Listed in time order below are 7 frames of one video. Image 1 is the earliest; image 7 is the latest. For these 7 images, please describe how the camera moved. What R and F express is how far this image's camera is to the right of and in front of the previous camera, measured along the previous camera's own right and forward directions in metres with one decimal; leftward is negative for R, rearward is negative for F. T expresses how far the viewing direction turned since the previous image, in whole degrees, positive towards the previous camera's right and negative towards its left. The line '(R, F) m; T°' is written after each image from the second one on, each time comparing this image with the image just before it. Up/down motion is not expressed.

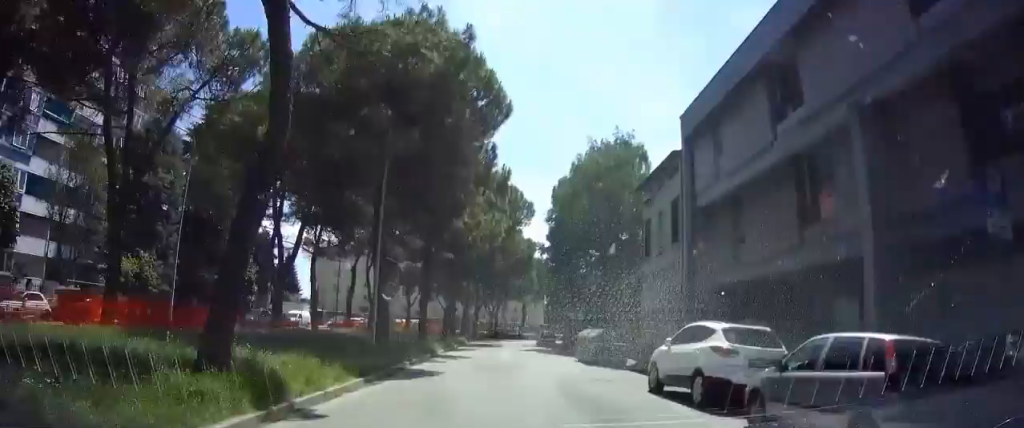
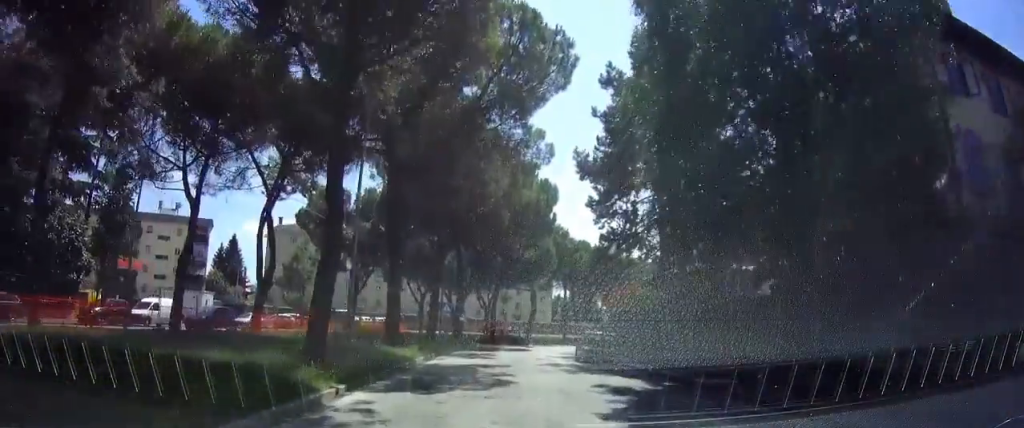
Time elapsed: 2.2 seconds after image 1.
(-0.7, +25.4) m; -2°
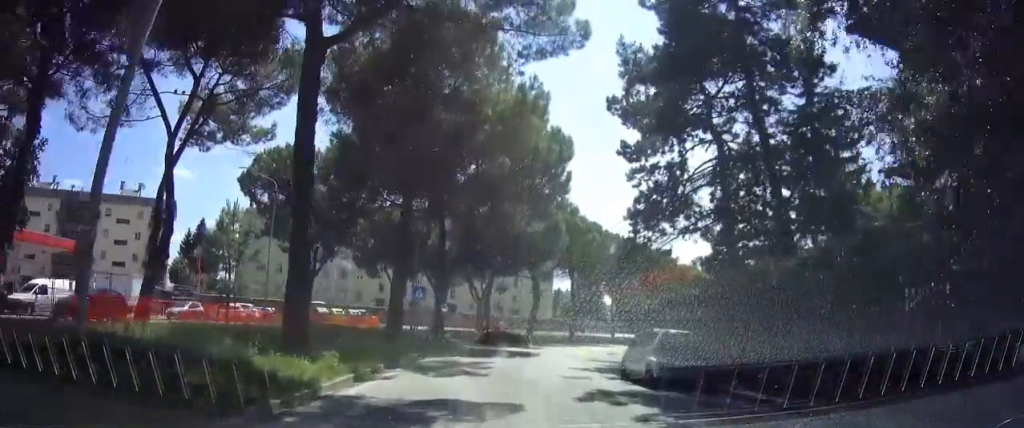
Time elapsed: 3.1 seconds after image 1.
(0.0, +10.3) m; -1°
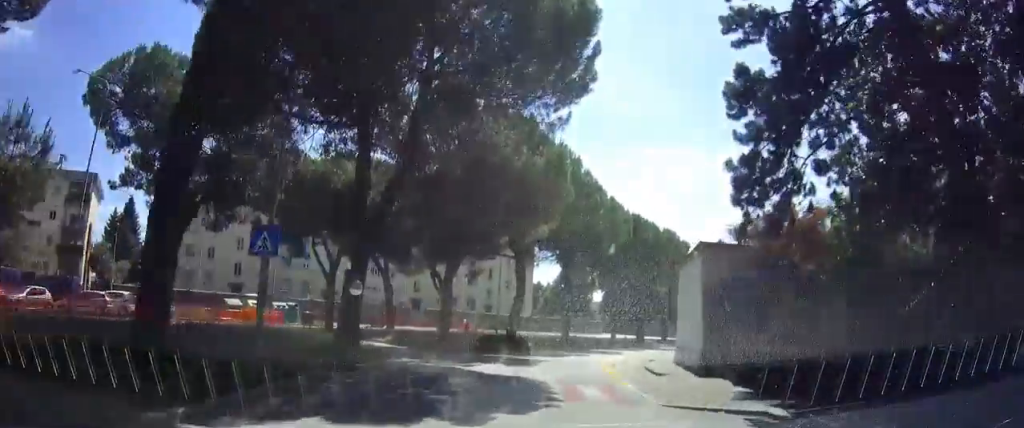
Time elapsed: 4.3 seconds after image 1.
(-0.2, +12.5) m; +3°
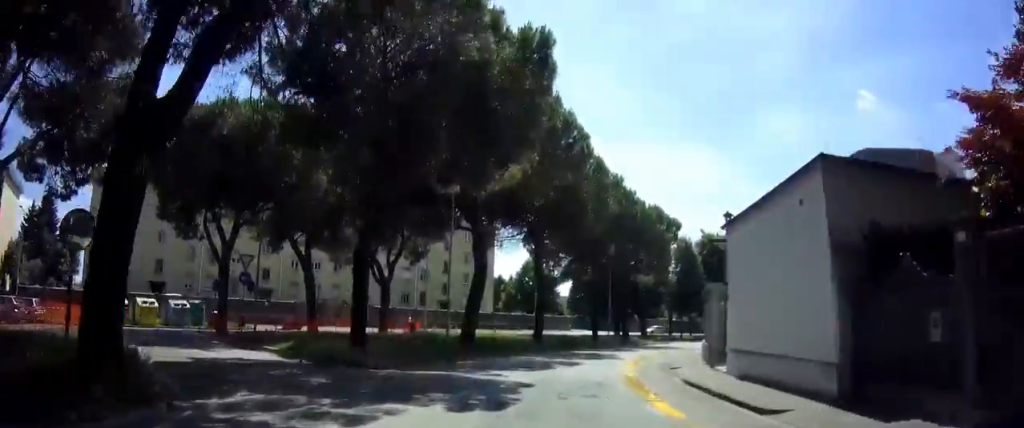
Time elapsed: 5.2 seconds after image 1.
(+0.6, +8.1) m; +7°
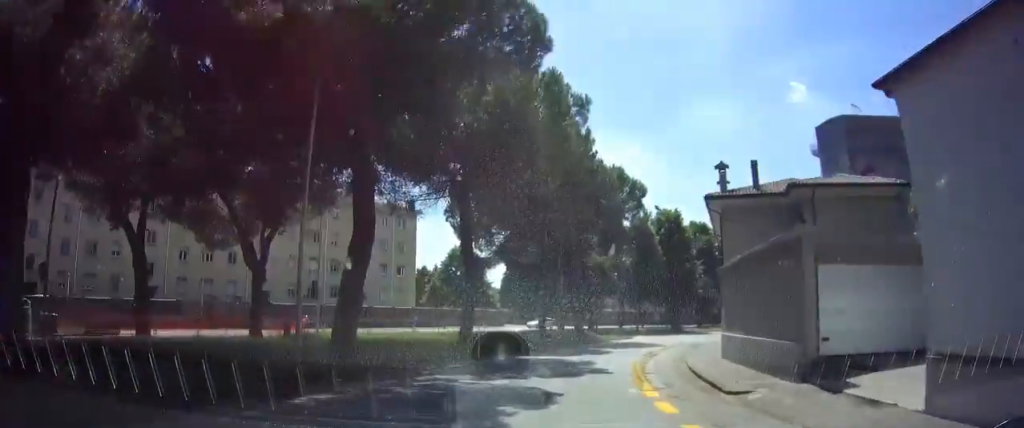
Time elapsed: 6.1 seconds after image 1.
(+0.6, +9.1) m; +8°
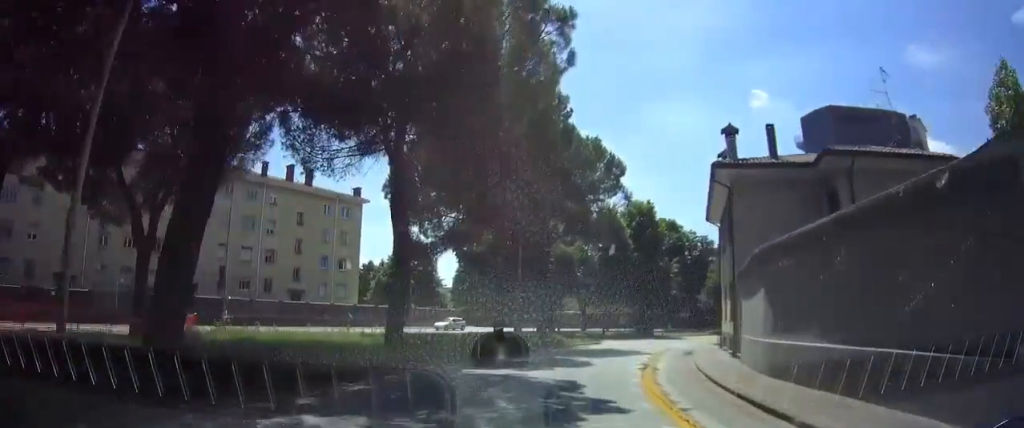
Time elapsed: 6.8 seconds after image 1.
(+0.3, +6.1) m; +5°
